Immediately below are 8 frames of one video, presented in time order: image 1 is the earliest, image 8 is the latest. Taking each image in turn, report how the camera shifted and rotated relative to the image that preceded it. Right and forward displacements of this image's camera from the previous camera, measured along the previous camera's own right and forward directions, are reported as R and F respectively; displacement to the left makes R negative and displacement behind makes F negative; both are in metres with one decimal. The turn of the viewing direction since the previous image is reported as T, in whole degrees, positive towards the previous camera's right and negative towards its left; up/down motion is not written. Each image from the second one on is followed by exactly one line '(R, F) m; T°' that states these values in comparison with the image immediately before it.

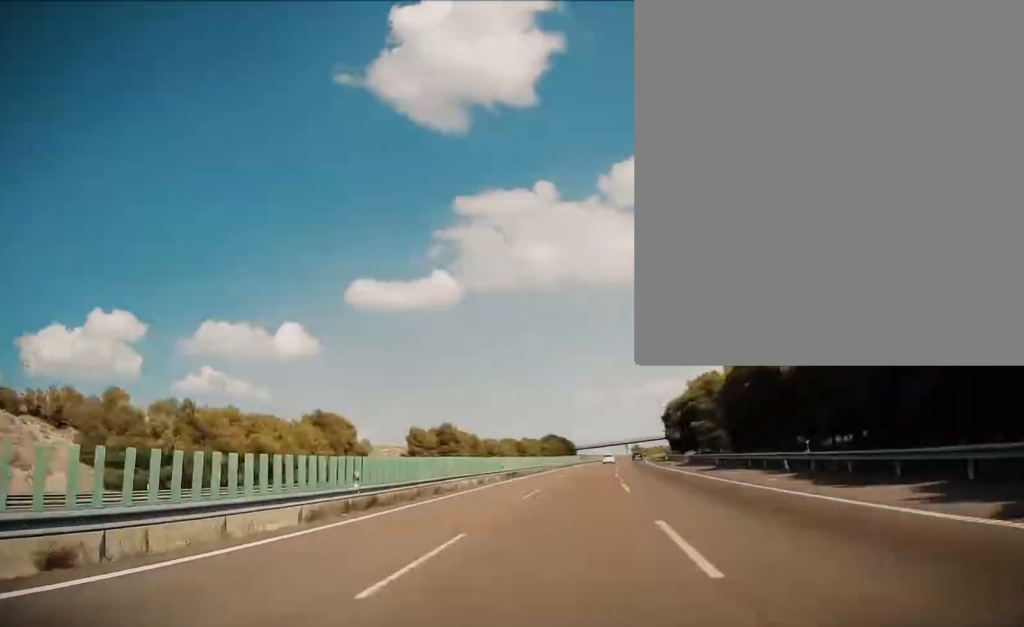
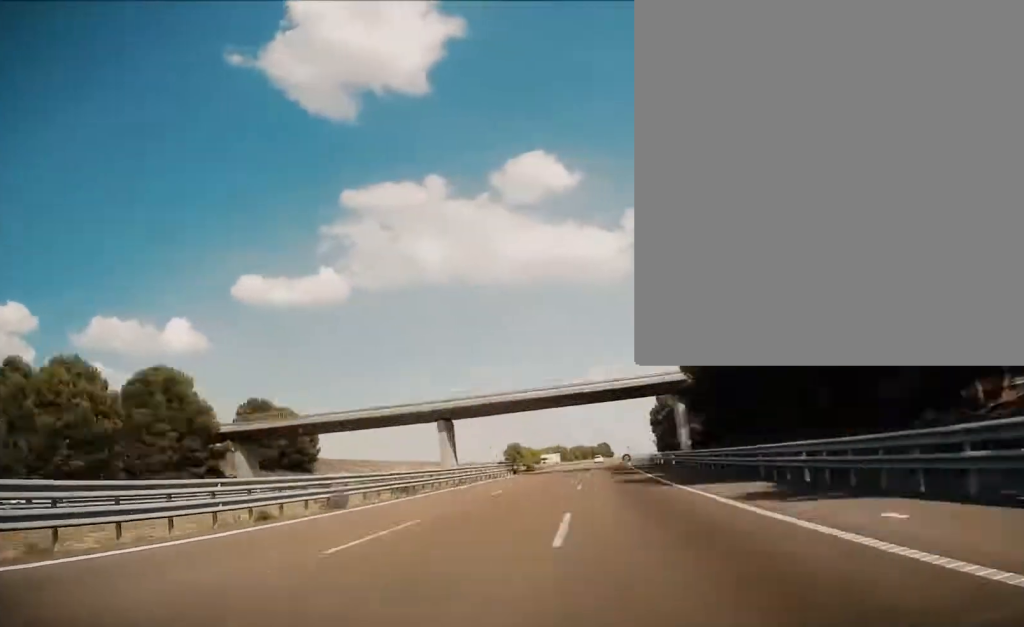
(+17.1, +219.8) m; +8°
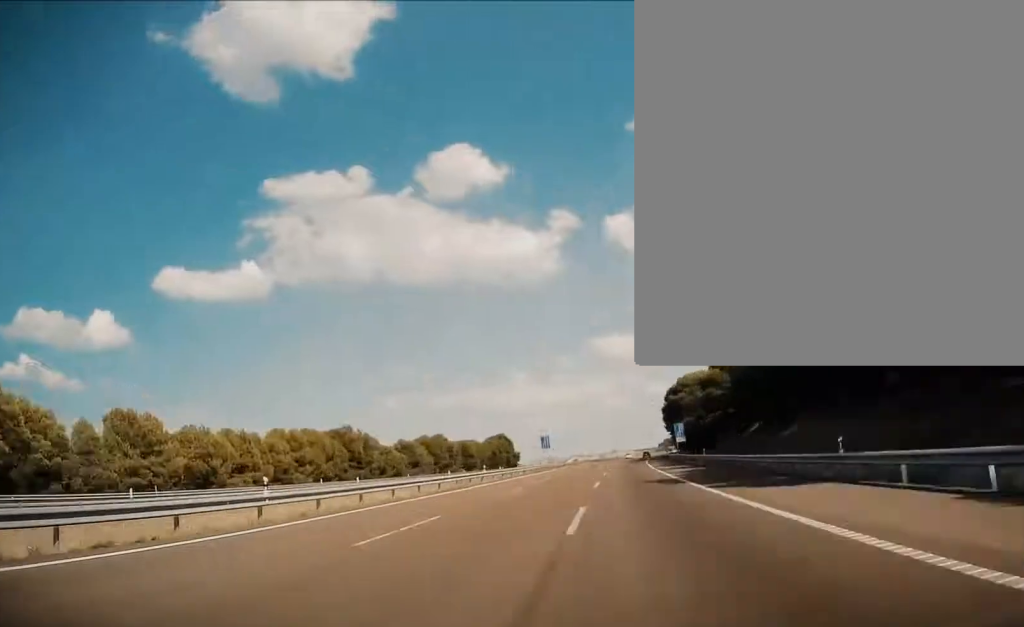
(+6.7, +183.3) m; +7°
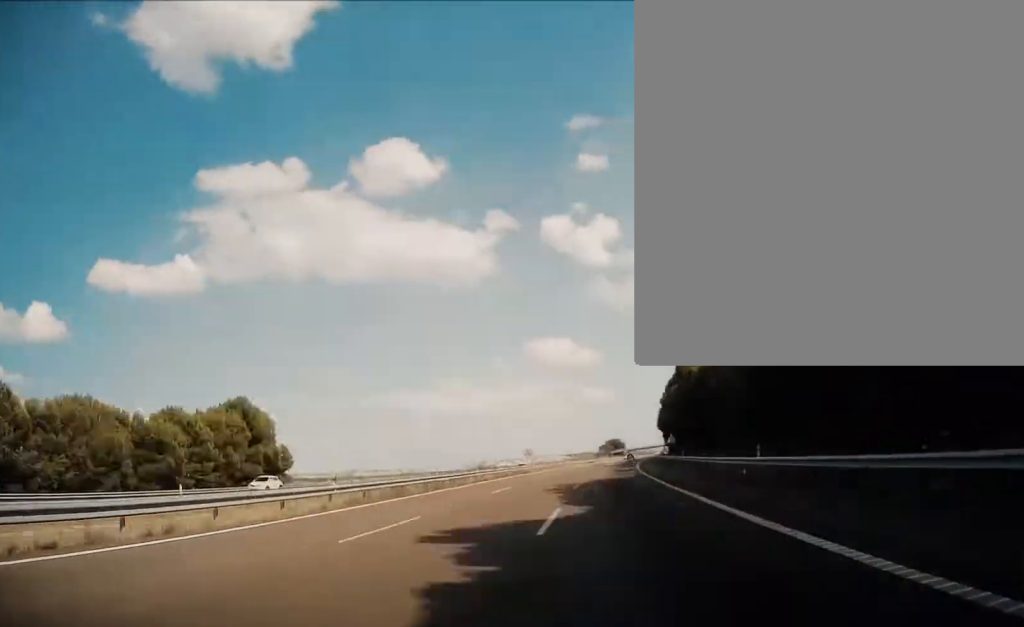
(+9.6, +116.1) m; +3°
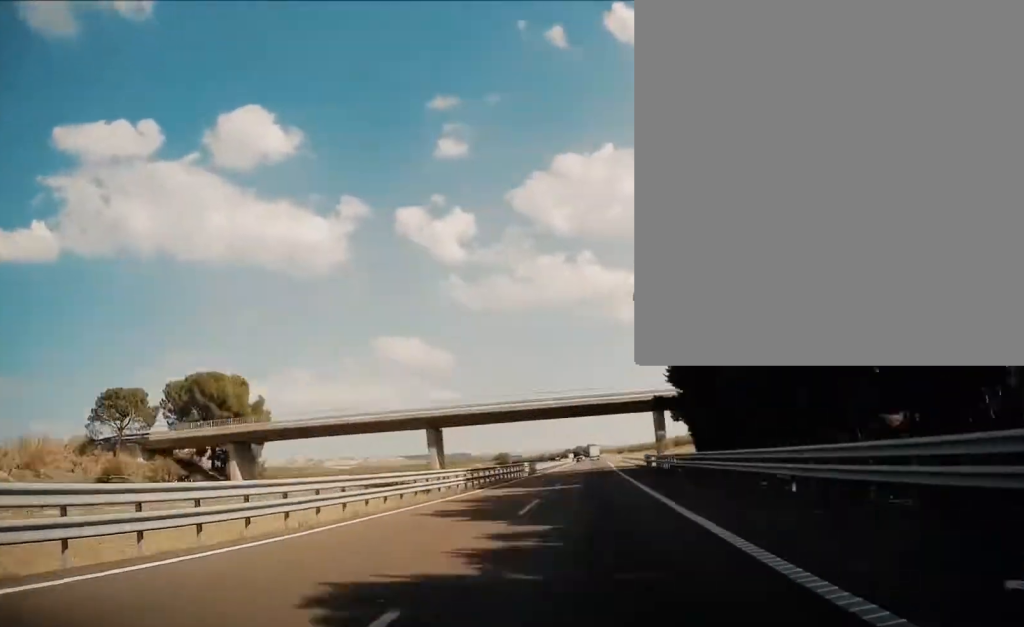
(+30.0, +353.1) m; +5°
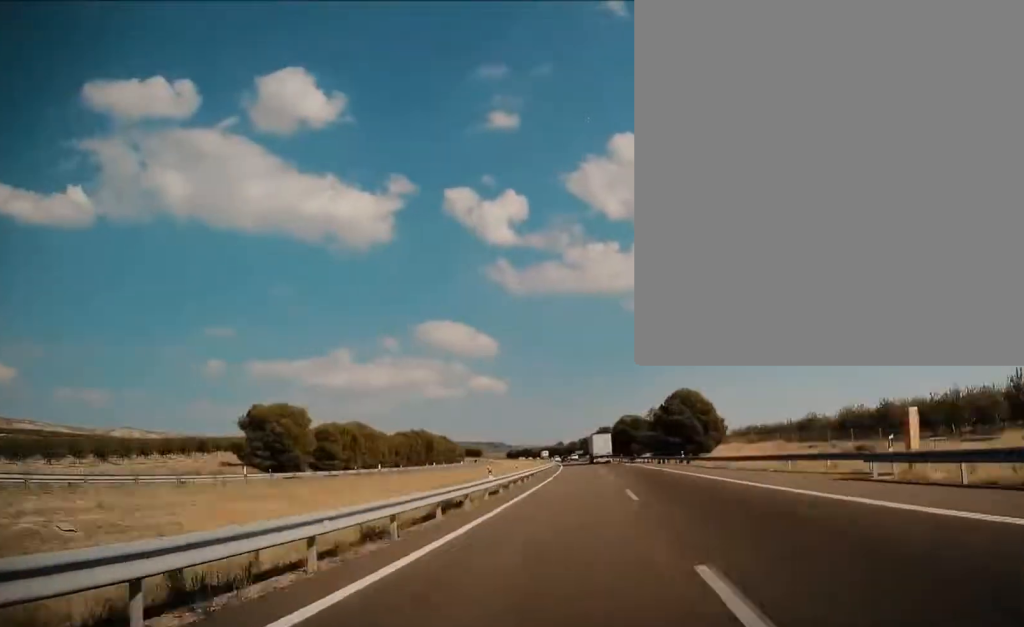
(-3.9, +333.7) m; -5°
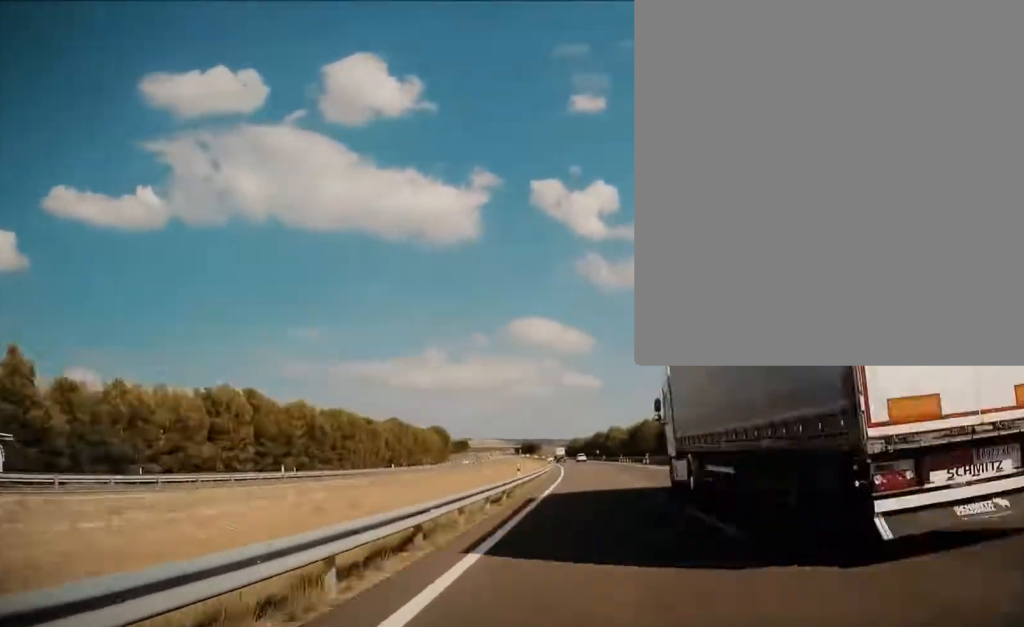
(-19.0, +292.3) m; -7°
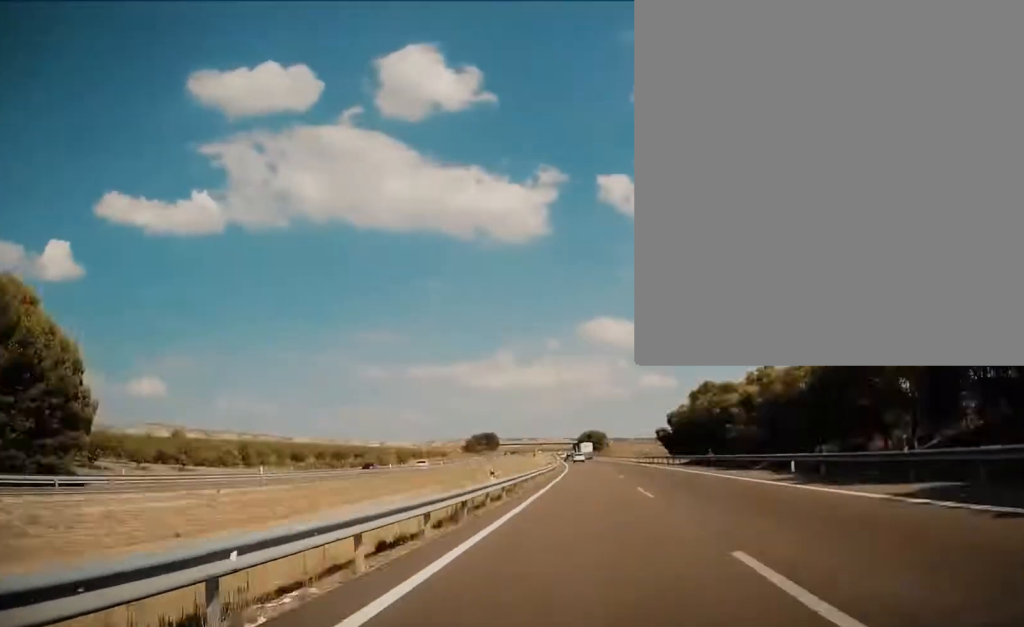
(-9.3, +199.7) m; -3°
